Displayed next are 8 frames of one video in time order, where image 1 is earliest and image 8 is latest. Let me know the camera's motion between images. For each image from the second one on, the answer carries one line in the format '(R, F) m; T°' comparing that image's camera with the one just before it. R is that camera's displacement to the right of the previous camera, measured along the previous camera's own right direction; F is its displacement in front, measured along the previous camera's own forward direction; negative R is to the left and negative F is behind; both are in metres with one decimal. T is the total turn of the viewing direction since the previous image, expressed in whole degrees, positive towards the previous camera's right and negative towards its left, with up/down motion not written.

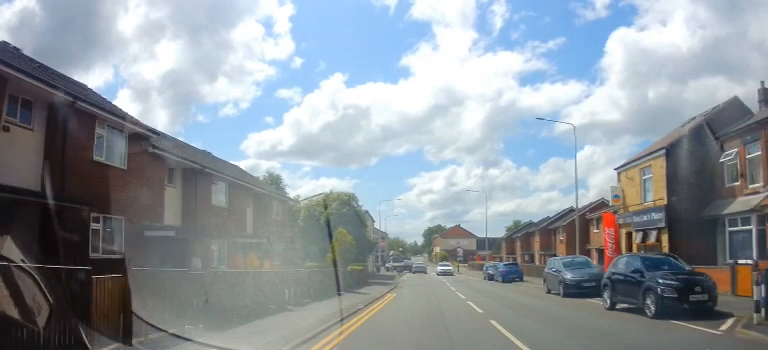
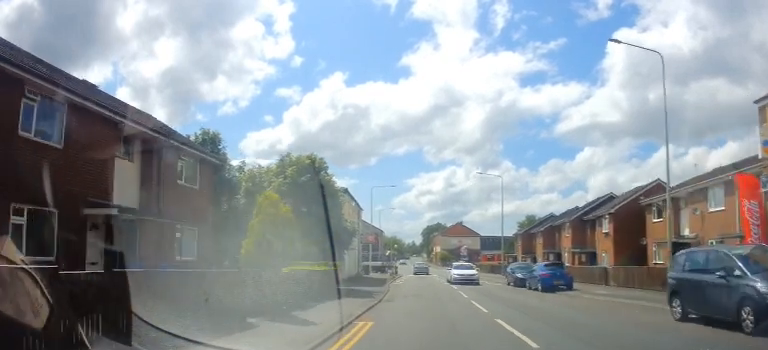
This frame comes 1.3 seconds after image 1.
(+0.3, +11.6) m; +3°
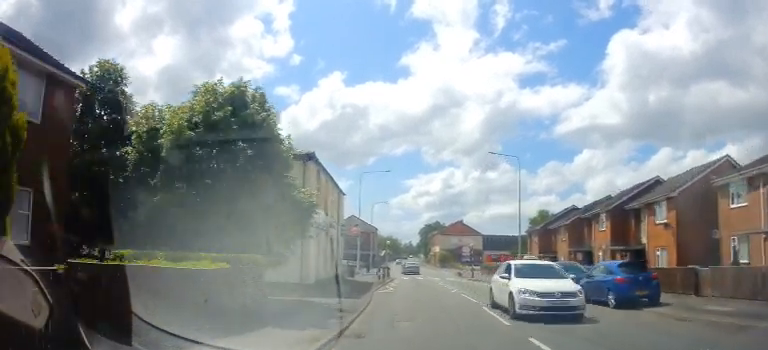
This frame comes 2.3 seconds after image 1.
(+0.2, +9.2) m; 0°
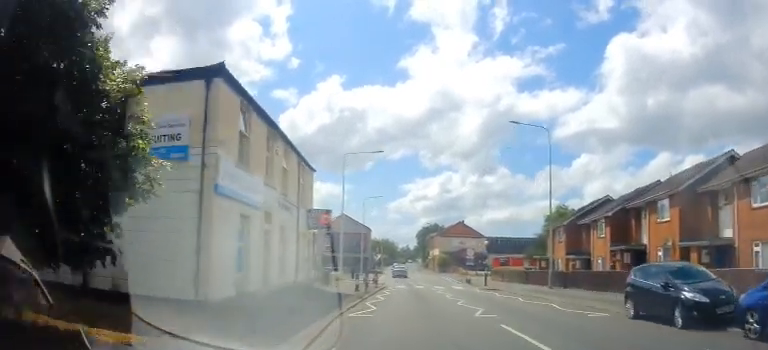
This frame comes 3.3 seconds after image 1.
(-0.2, +9.7) m; -2°
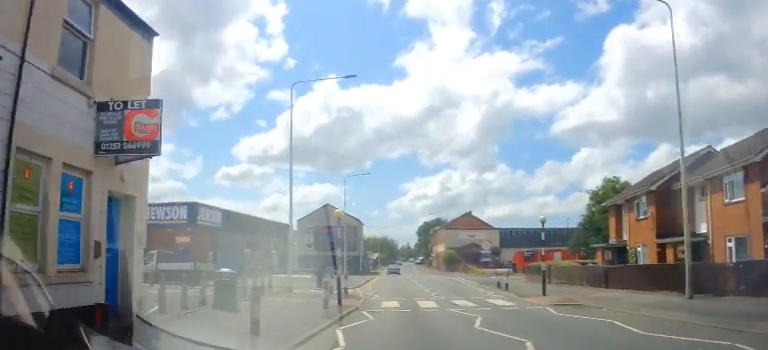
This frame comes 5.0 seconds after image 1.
(0.0, +15.4) m; +2°
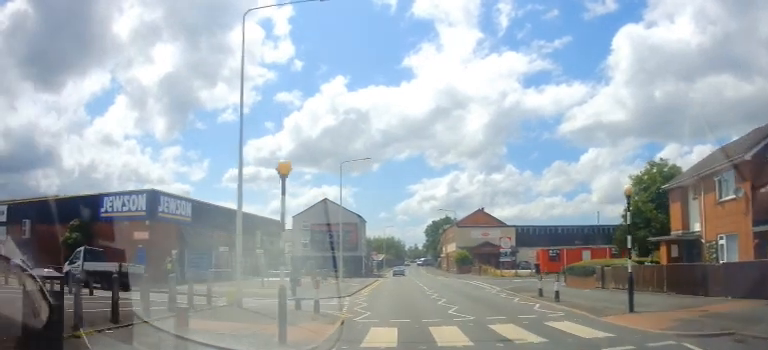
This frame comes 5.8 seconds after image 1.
(+0.2, +7.2) m; 0°
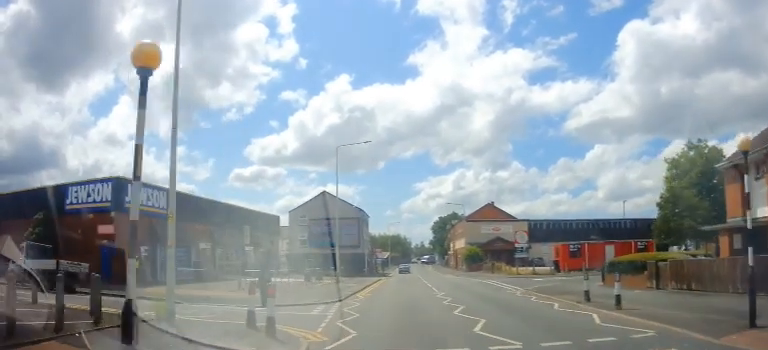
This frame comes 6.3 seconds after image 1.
(-0.1, +4.8) m; -2°
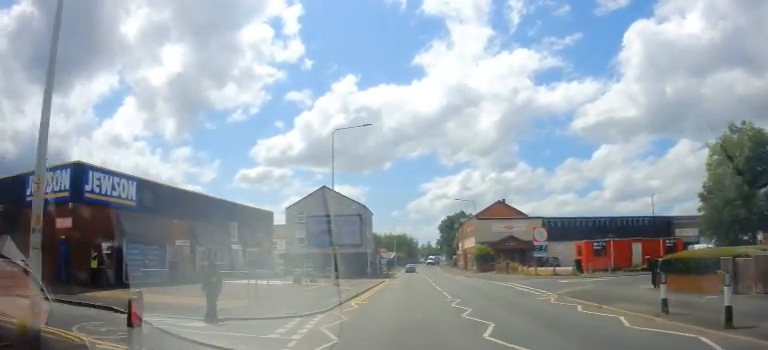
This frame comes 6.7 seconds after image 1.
(+0.1, +4.4) m; -2°
